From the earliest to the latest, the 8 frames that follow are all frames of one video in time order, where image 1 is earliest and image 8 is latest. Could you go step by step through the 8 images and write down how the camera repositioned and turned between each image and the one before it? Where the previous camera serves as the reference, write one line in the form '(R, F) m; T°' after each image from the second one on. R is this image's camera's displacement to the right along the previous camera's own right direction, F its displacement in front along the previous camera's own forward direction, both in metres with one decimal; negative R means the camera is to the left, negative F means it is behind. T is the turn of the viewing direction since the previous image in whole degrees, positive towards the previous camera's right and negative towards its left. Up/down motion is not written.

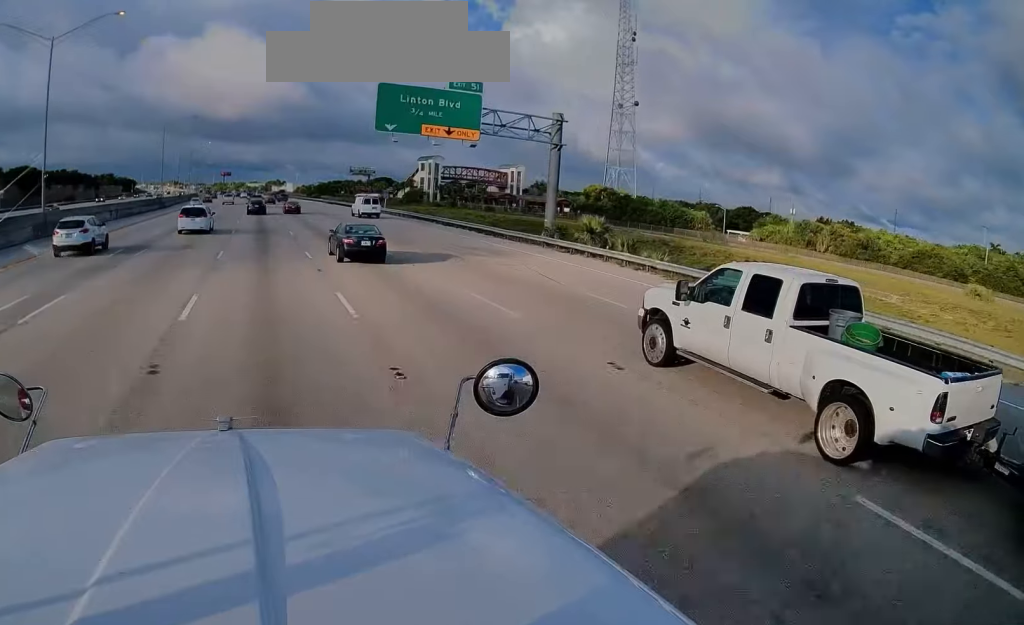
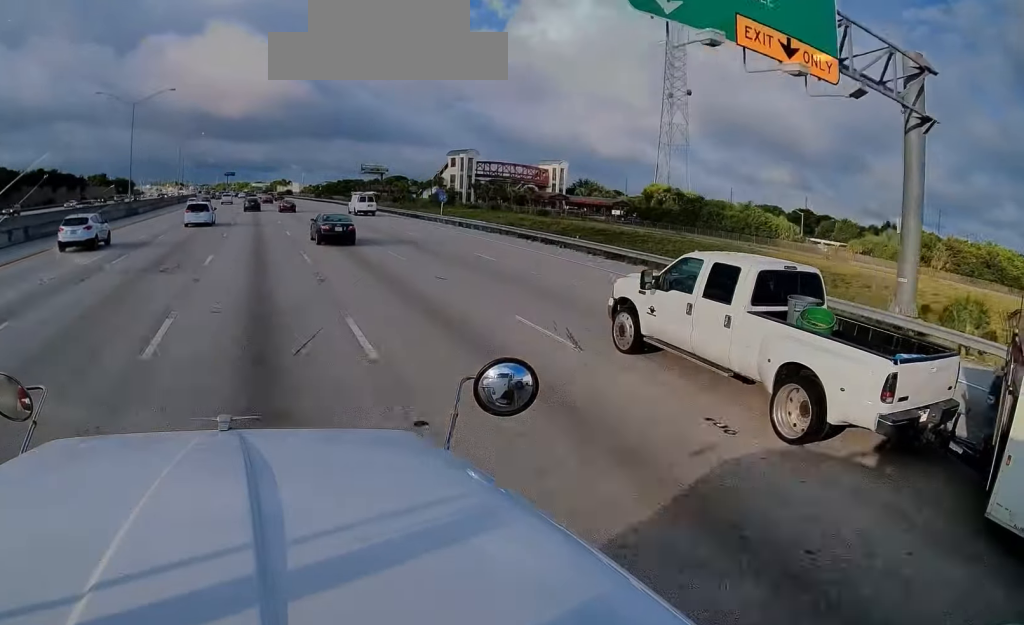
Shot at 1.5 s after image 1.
(+0.3, +28.7) m; +2°
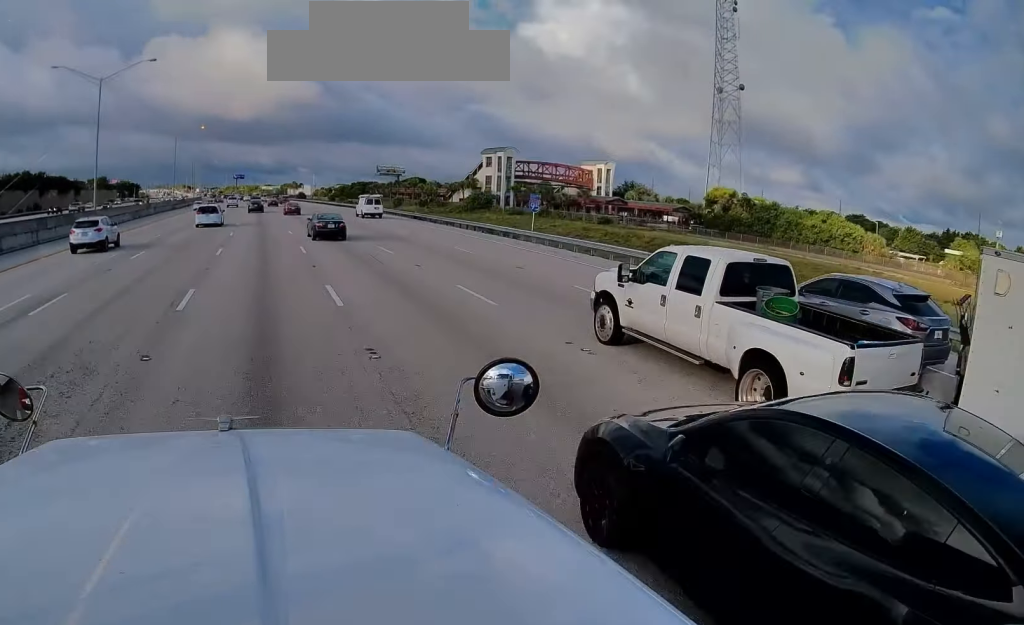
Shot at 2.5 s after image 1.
(+0.2, +20.1) m; -2°
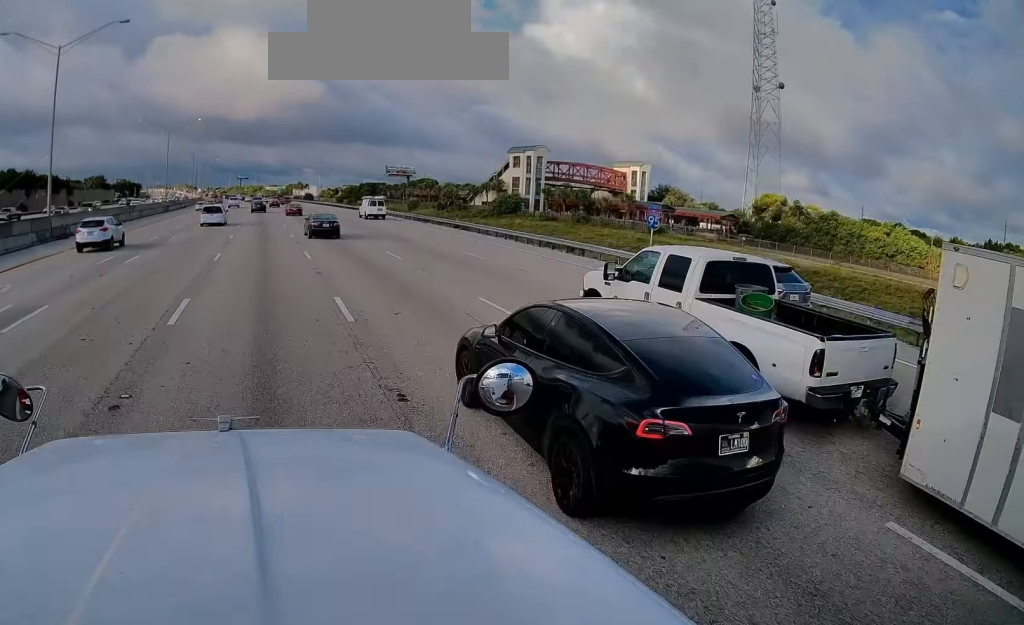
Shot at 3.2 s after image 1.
(-0.8, +14.4) m; -1°
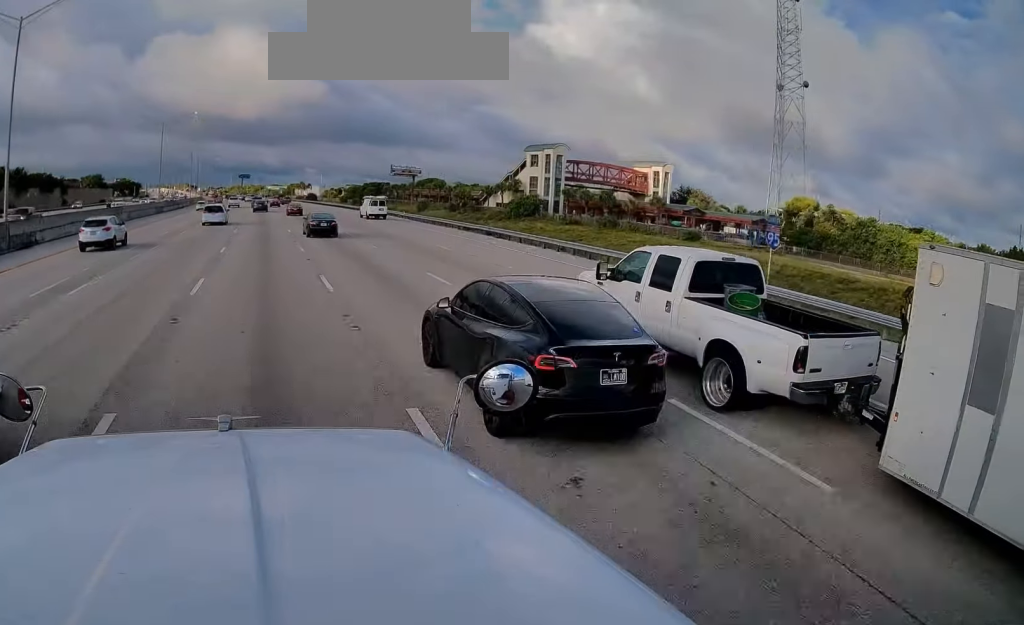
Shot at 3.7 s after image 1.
(+0.1, +8.5) m; 0°
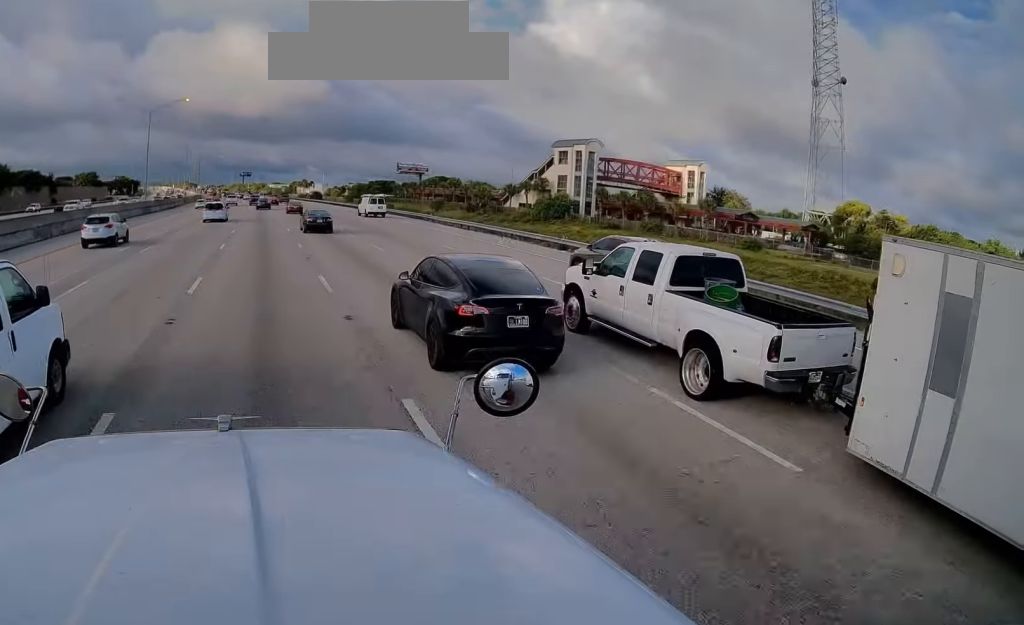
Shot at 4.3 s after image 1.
(+0.4, +12.5) m; 0°
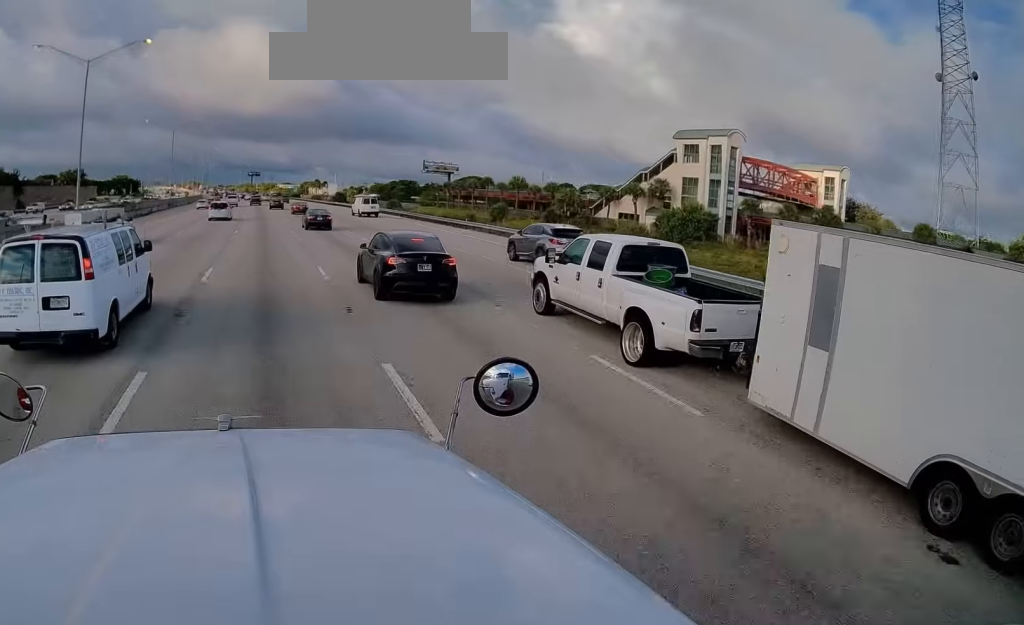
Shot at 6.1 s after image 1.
(-0.1, +35.9) m; 0°
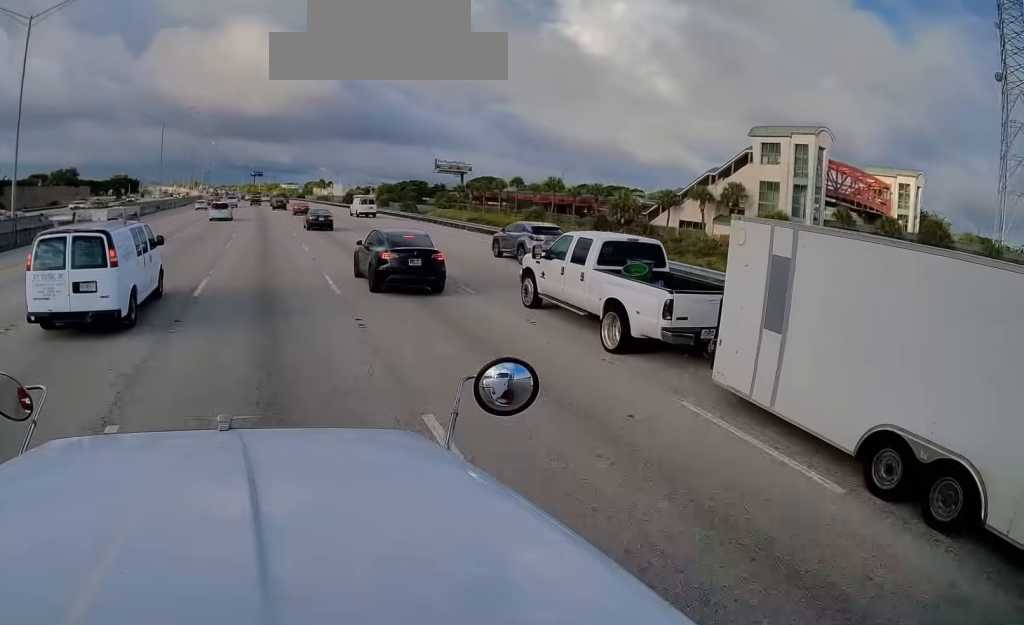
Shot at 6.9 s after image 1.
(-0.2, +14.2) m; -1°
